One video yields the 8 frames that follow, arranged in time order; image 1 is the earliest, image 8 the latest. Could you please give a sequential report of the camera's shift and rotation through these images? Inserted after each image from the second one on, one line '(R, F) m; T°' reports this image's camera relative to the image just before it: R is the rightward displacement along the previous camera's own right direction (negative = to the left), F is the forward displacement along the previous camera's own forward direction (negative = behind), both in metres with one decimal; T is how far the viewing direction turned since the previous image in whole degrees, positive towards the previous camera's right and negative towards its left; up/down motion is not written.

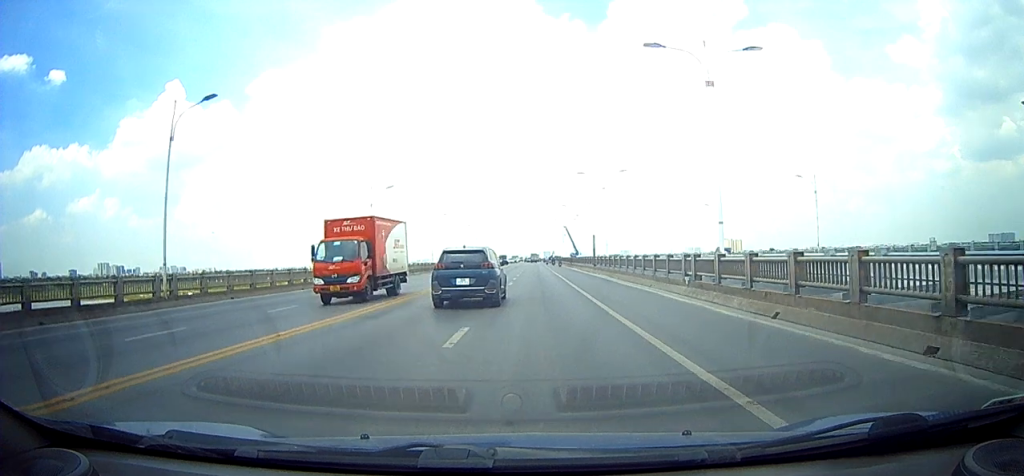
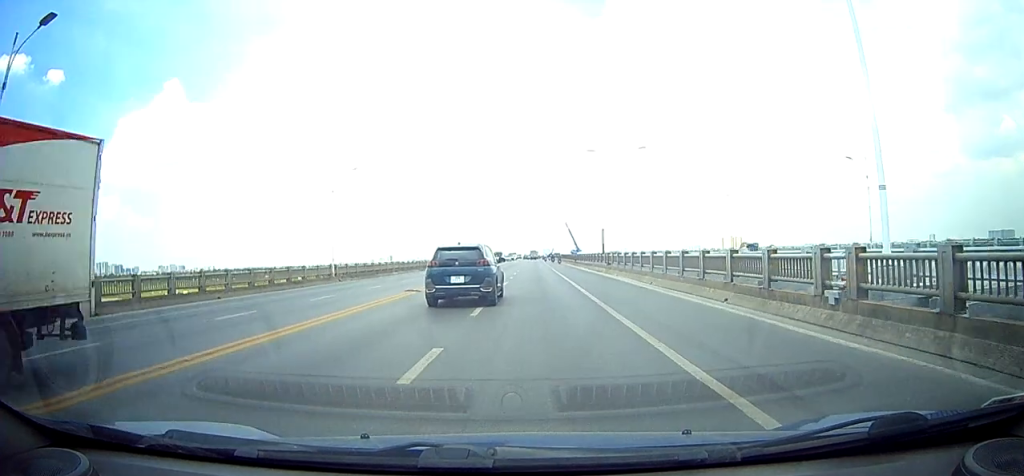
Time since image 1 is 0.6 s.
(0.0, +9.3) m; 0°
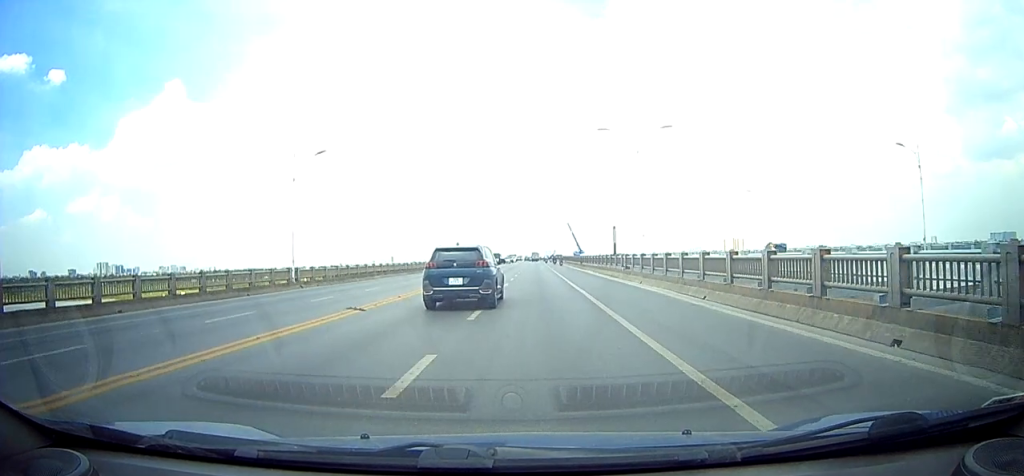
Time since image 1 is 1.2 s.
(0.0, +8.4) m; 0°
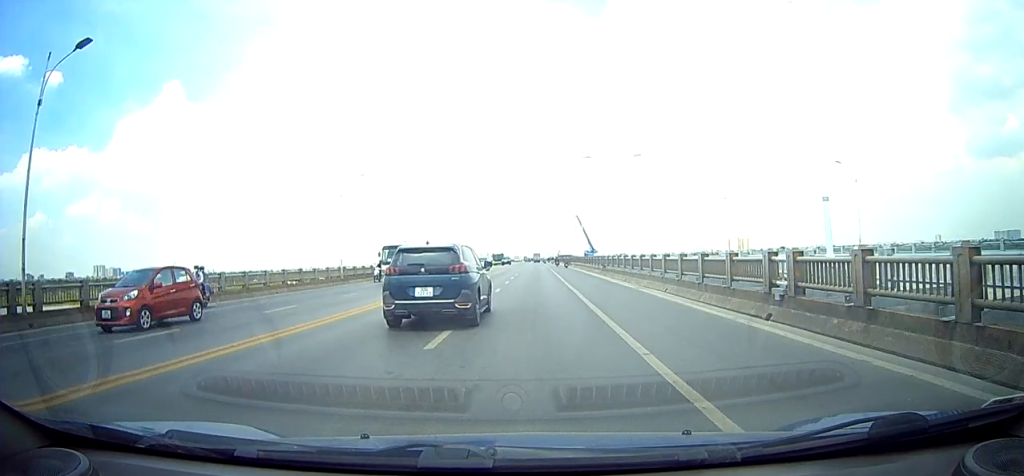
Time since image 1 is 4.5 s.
(-0.9, +49.4) m; -1°
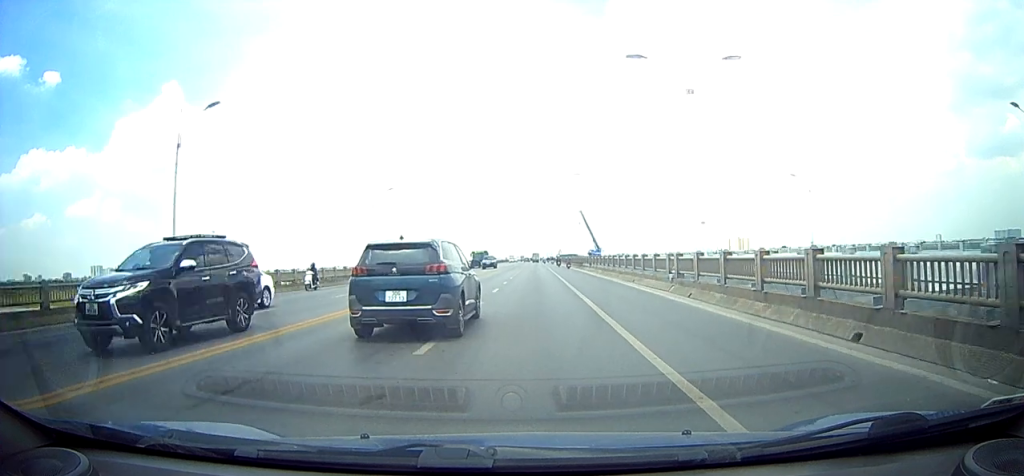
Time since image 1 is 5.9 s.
(+0.5, +22.1) m; +1°
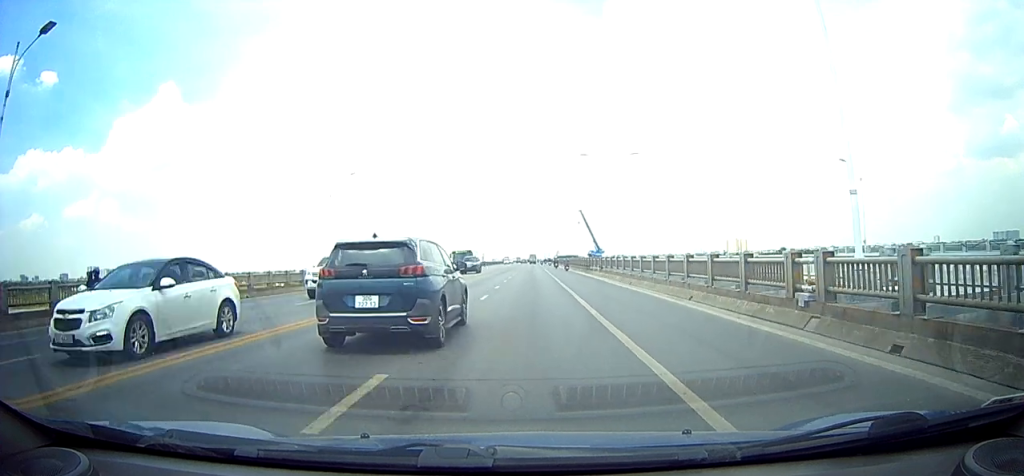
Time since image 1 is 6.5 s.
(-0.3, +9.6) m; 0°
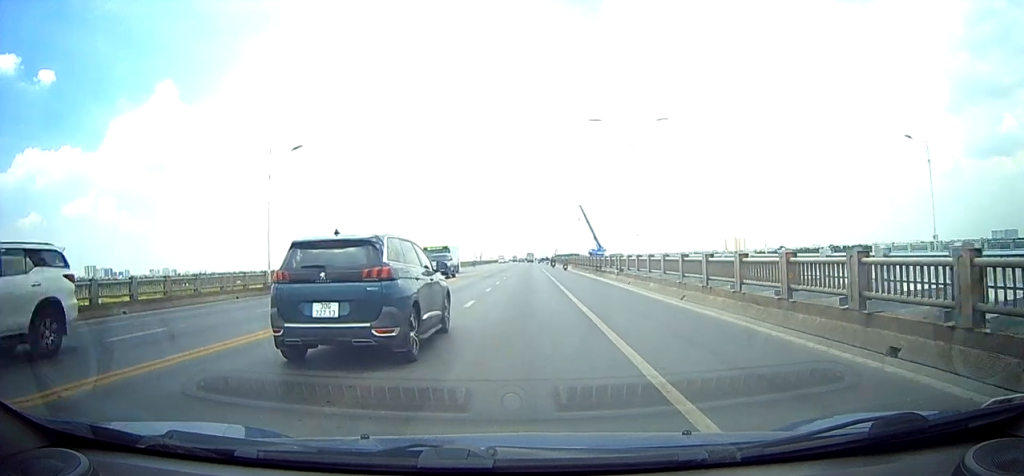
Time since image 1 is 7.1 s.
(0.0, +10.3) m; 0°
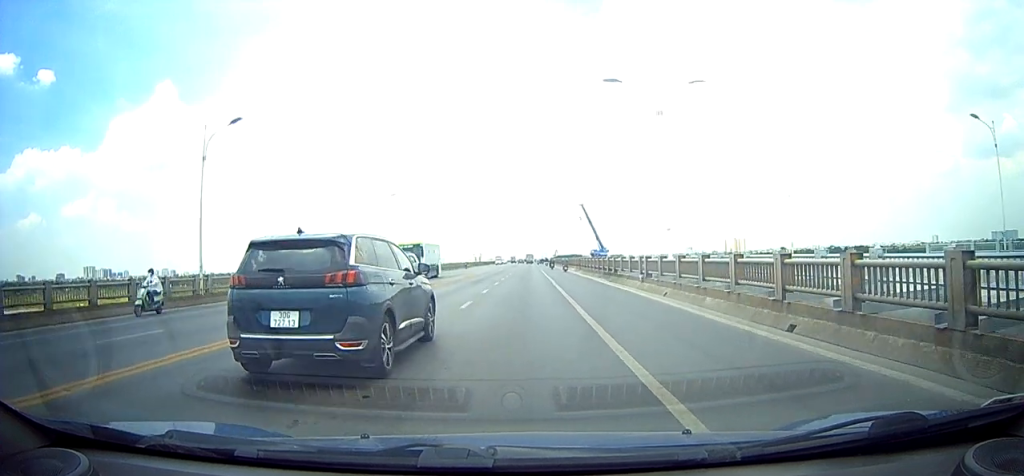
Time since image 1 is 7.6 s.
(+0.2, +7.7) m; 0°
